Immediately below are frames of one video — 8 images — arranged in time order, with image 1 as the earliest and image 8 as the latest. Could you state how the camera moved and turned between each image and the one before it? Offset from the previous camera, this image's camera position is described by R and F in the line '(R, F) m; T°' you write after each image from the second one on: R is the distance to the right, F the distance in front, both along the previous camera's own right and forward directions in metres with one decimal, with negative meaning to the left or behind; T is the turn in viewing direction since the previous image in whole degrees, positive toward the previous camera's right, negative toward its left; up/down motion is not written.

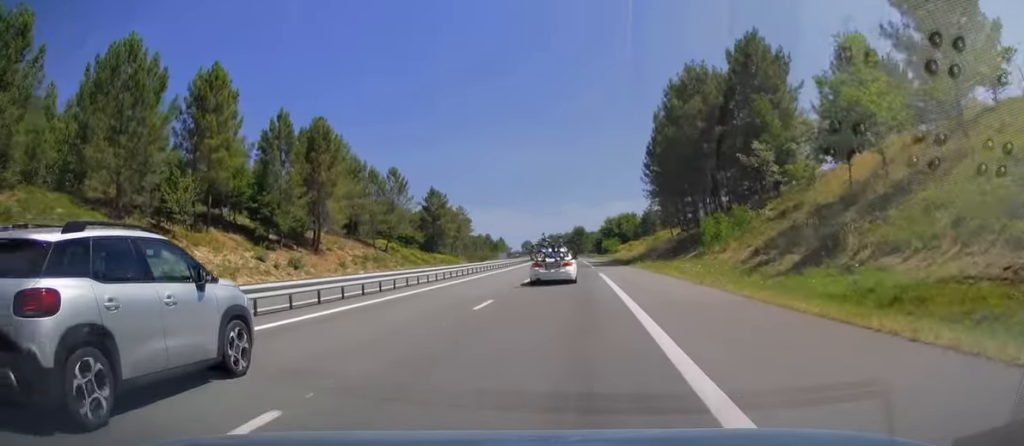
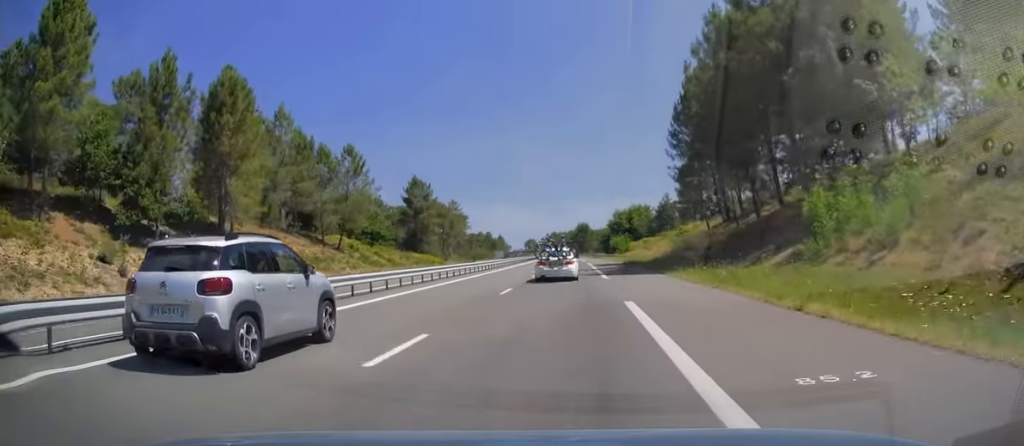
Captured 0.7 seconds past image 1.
(-0.1, +21.0) m; 0°
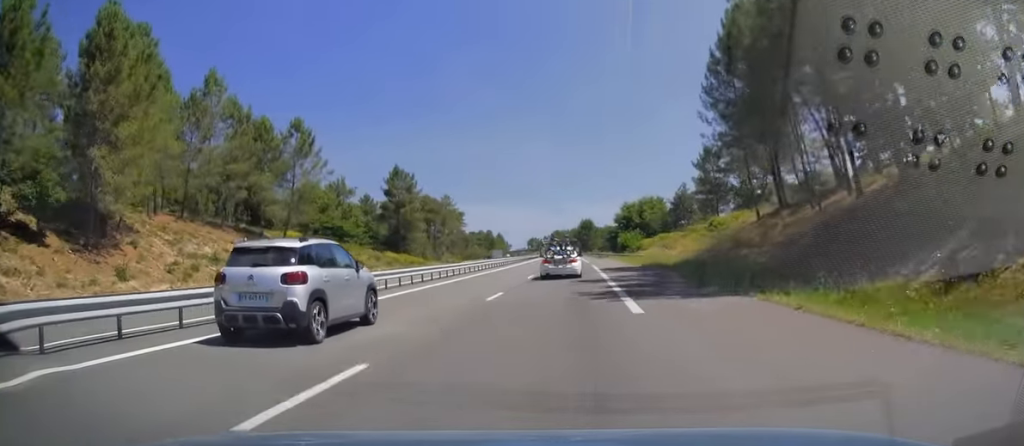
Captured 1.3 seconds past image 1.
(0.0, +16.1) m; -1°
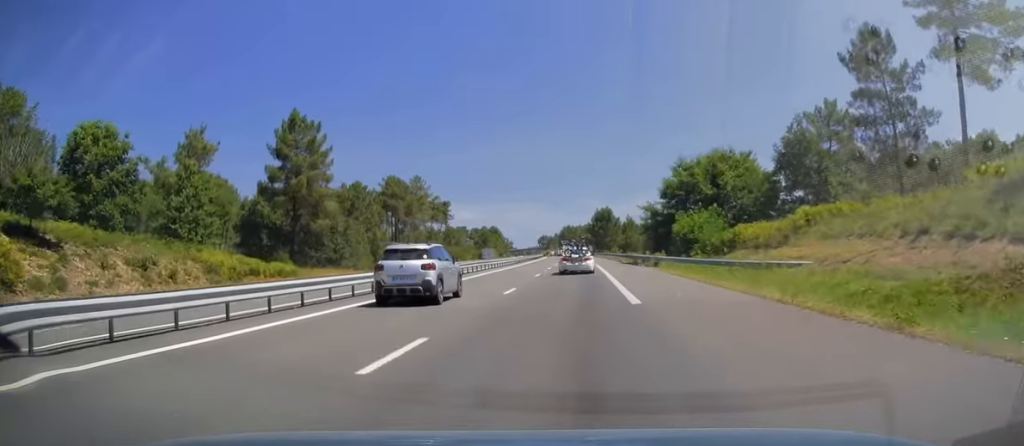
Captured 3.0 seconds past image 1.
(-0.8, +50.4) m; -2°
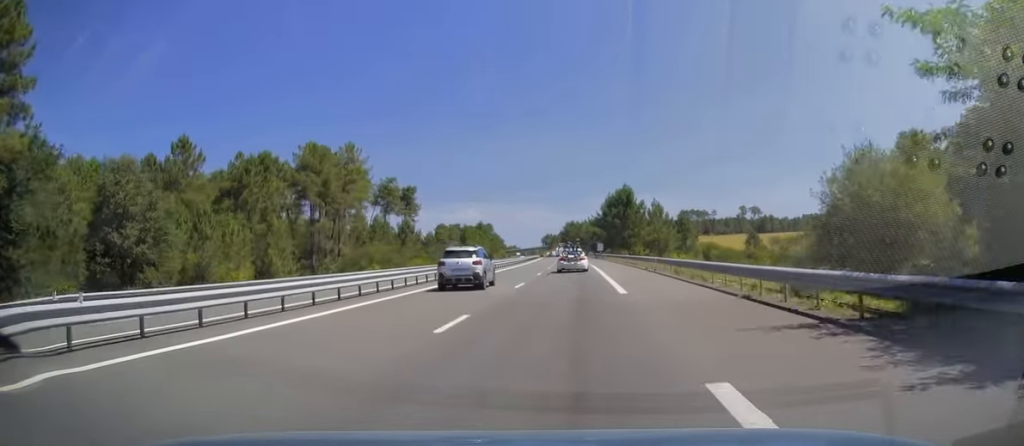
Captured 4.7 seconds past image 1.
(-0.2, +49.0) m; 0°
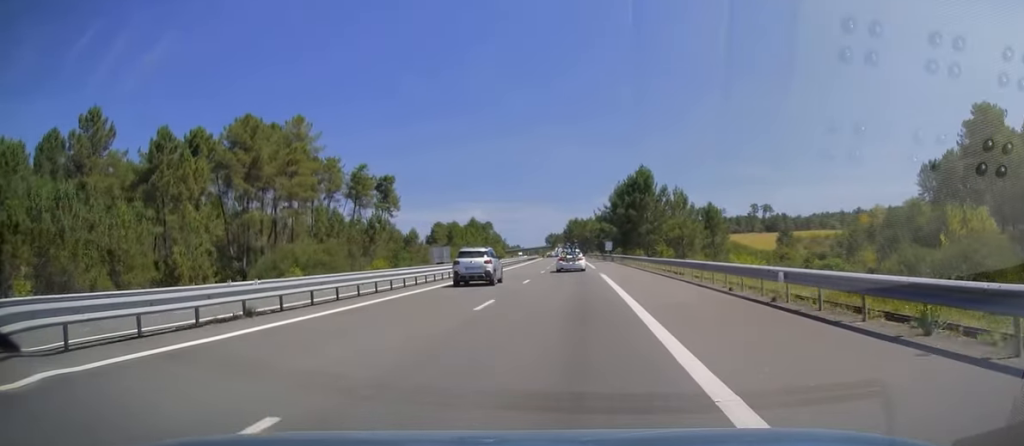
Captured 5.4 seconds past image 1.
(0.0, +22.1) m; -1°
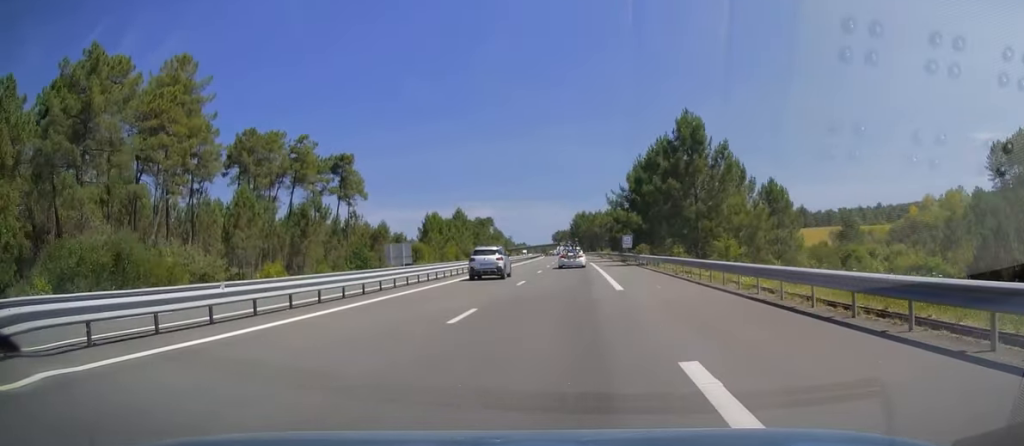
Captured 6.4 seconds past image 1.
(-0.3, +29.5) m; -1°
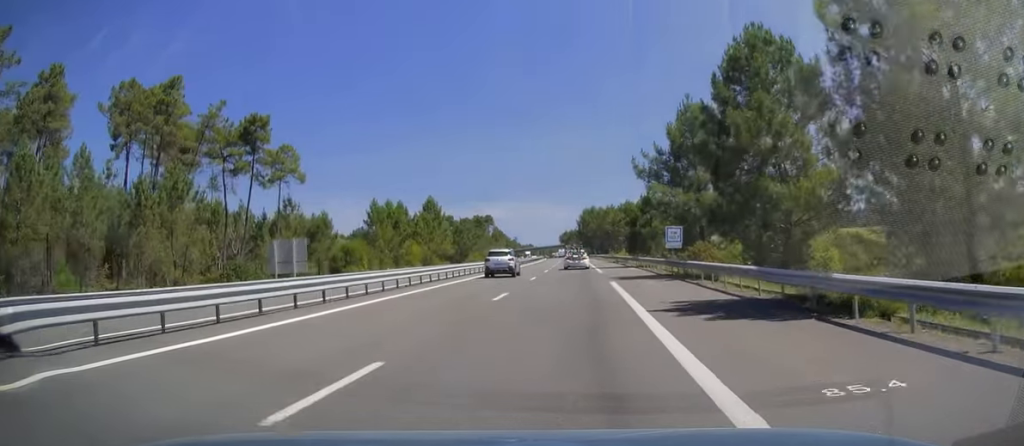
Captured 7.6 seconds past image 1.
(-0.1, +34.0) m; -1°
